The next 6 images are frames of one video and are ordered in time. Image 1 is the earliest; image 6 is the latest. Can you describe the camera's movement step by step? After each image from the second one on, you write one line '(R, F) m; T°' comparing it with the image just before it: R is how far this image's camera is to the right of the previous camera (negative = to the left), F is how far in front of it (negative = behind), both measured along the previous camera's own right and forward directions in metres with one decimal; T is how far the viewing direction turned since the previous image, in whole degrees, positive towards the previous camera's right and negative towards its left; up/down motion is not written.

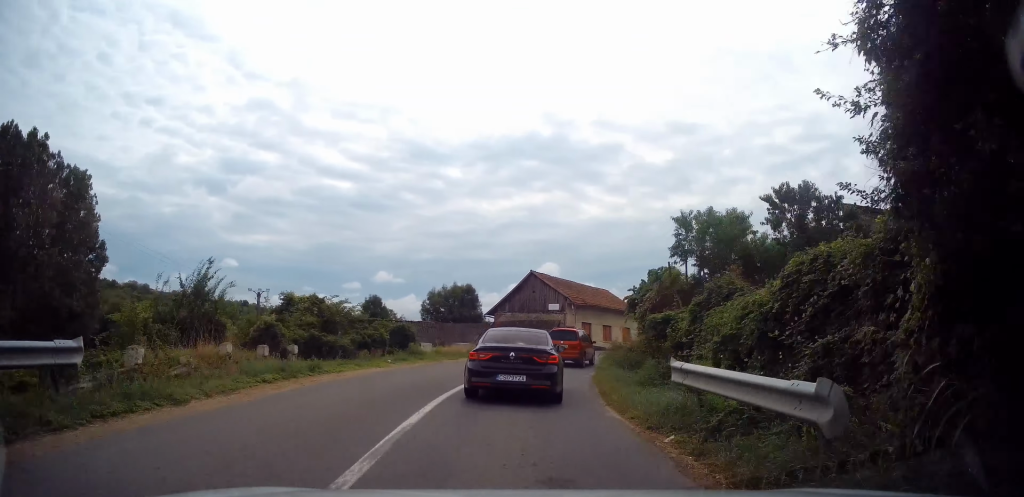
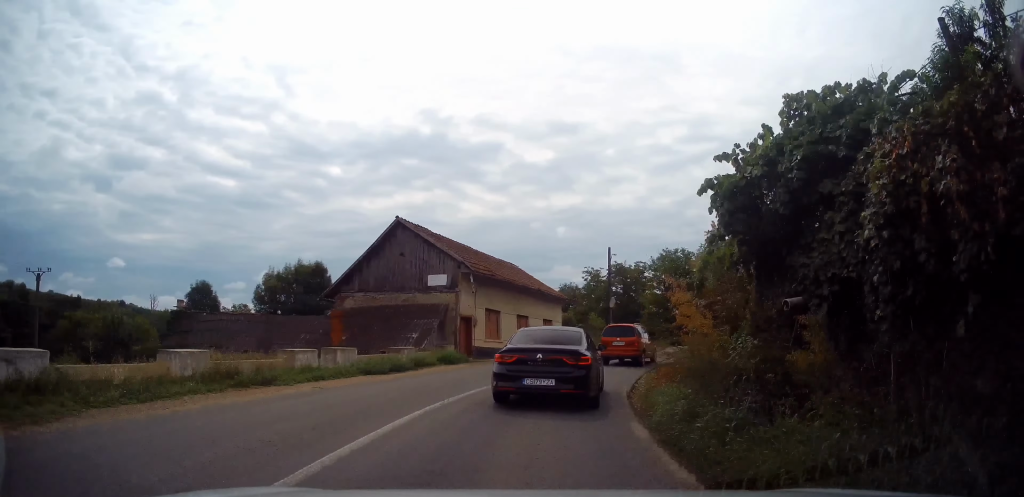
(+1.6, +19.8) m; +13°
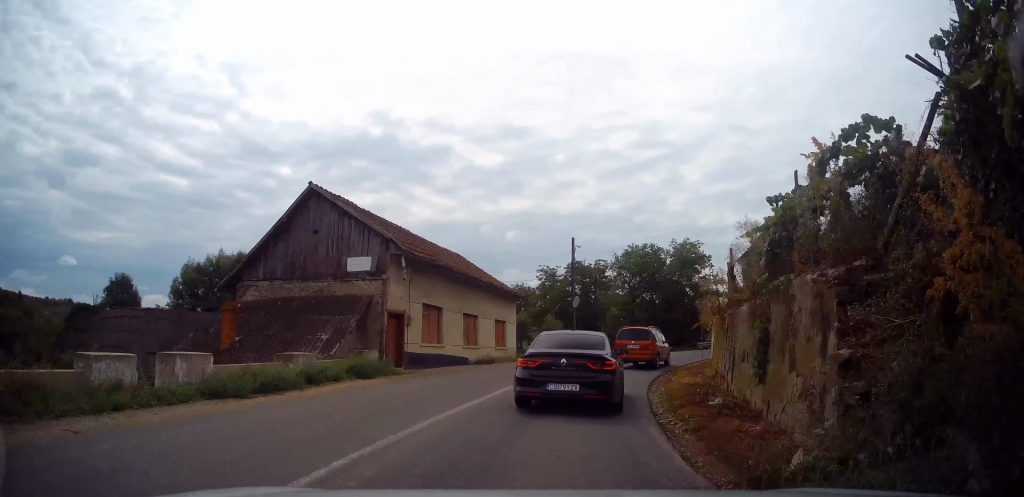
(+0.3, +6.0) m; +6°
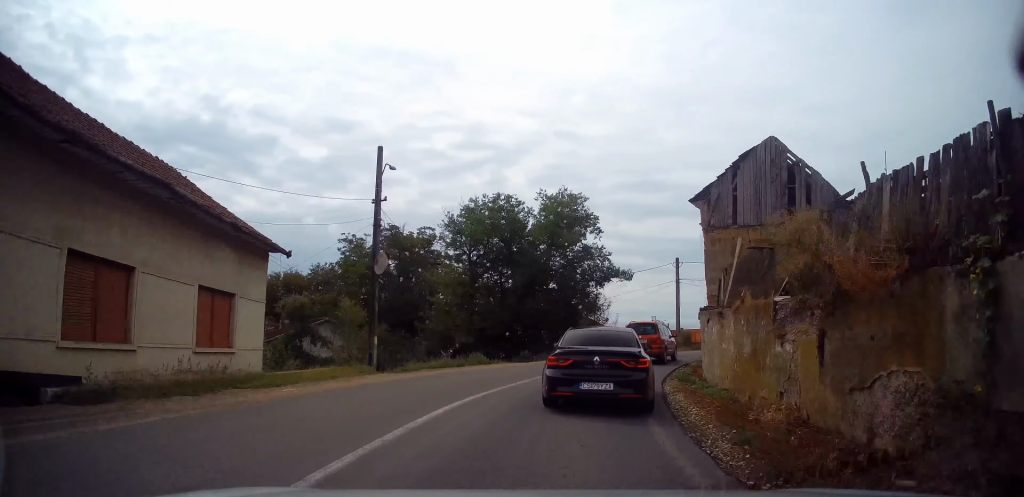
(+2.5, +16.9) m; +17°
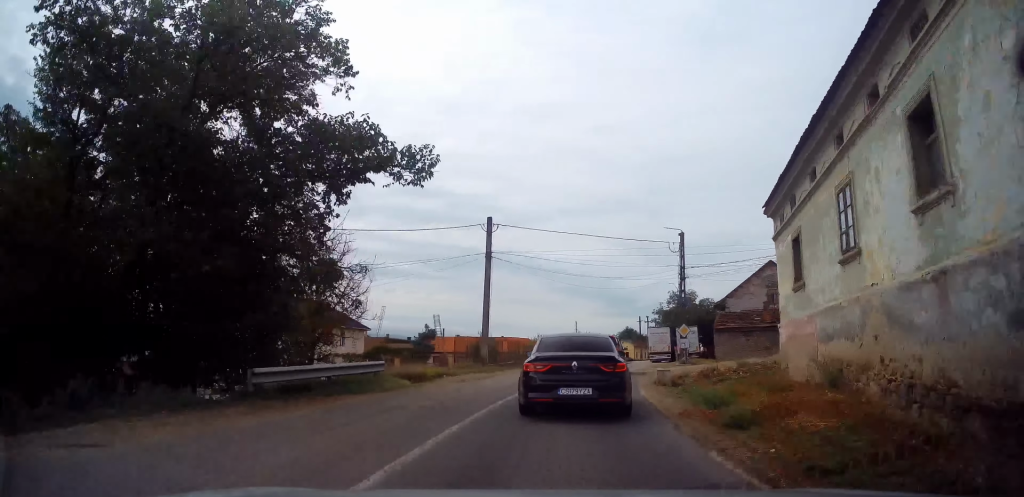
(+4.0, +19.8) m; +23°
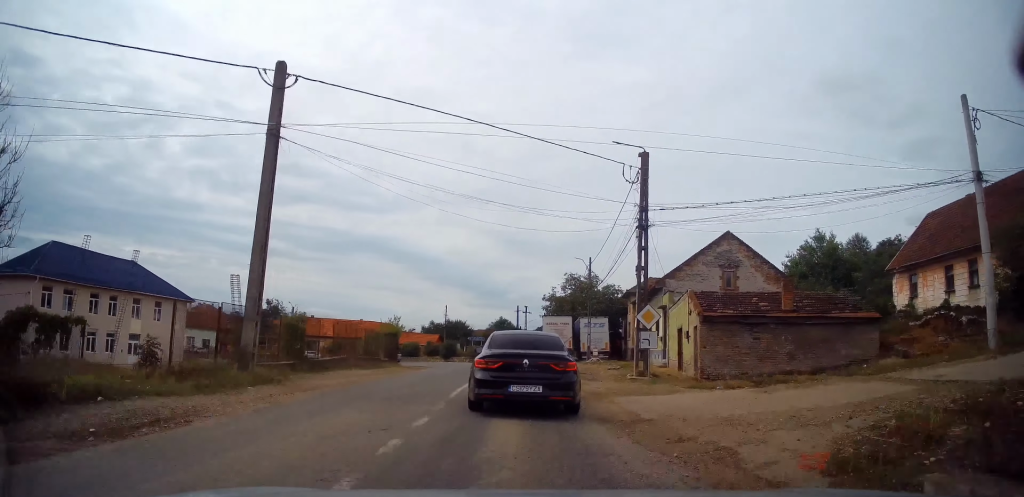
(+2.1, +15.4) m; +15°
